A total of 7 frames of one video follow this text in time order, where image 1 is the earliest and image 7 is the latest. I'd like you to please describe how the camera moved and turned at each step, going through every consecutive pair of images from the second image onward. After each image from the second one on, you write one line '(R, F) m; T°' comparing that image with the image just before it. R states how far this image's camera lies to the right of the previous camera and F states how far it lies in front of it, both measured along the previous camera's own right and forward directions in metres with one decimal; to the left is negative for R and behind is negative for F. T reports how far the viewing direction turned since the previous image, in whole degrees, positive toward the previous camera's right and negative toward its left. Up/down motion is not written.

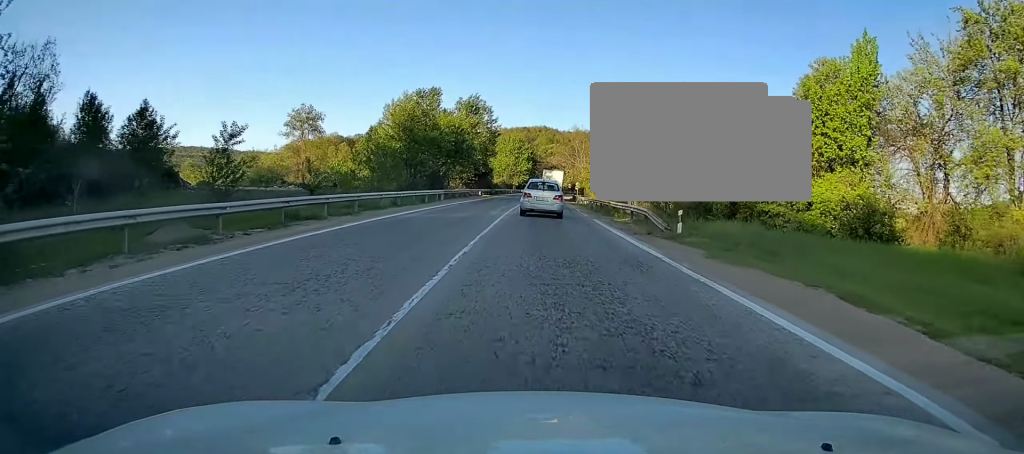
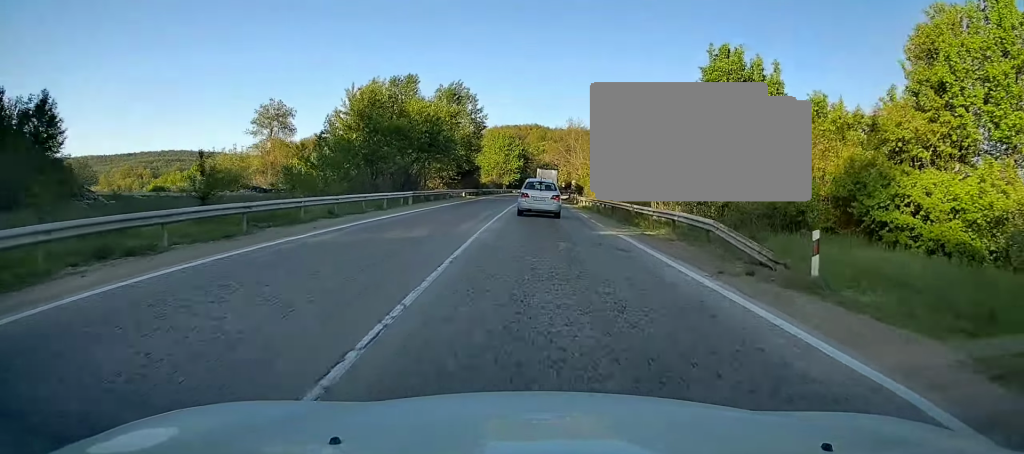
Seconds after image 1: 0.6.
(+0.1, +9.8) m; +1°
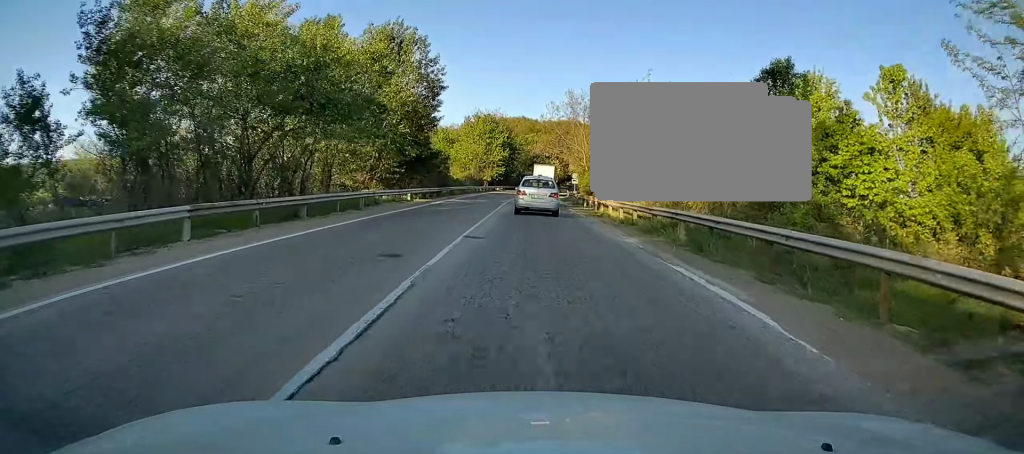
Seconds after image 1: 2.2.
(+0.6, +24.1) m; +2°
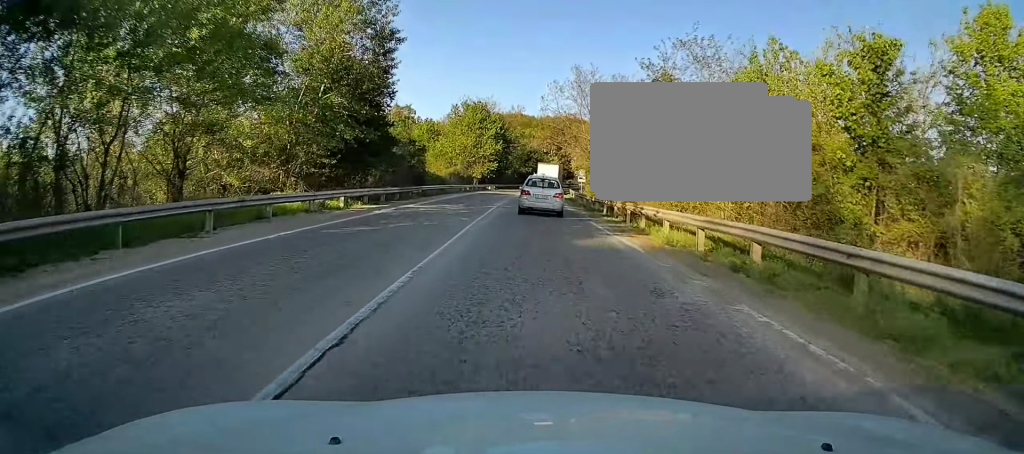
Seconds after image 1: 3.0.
(+0.1, +13.8) m; 0°
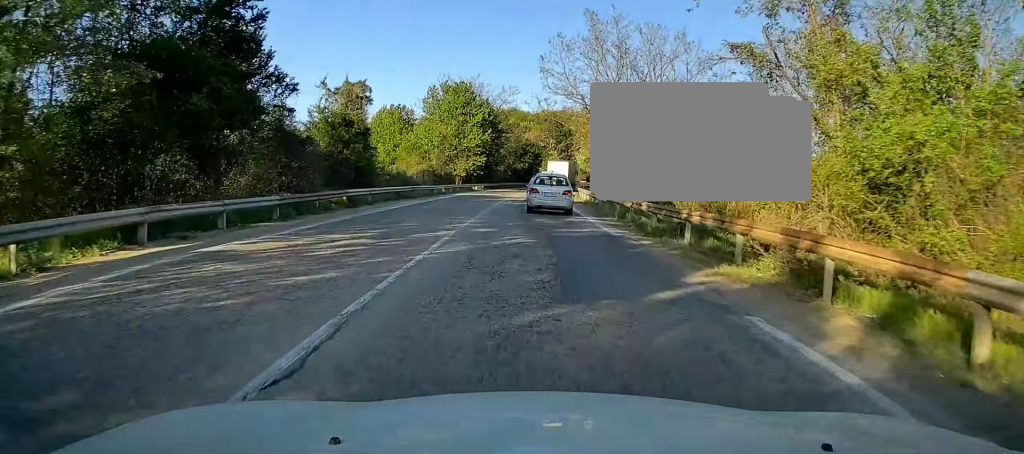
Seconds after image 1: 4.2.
(0.0, +17.9) m; +1°
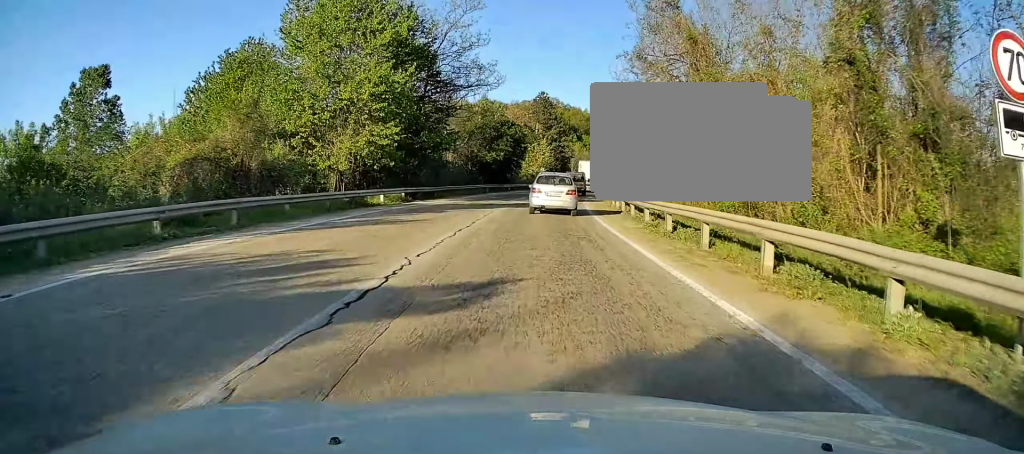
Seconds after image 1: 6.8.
(+0.2, +40.8) m; +1°
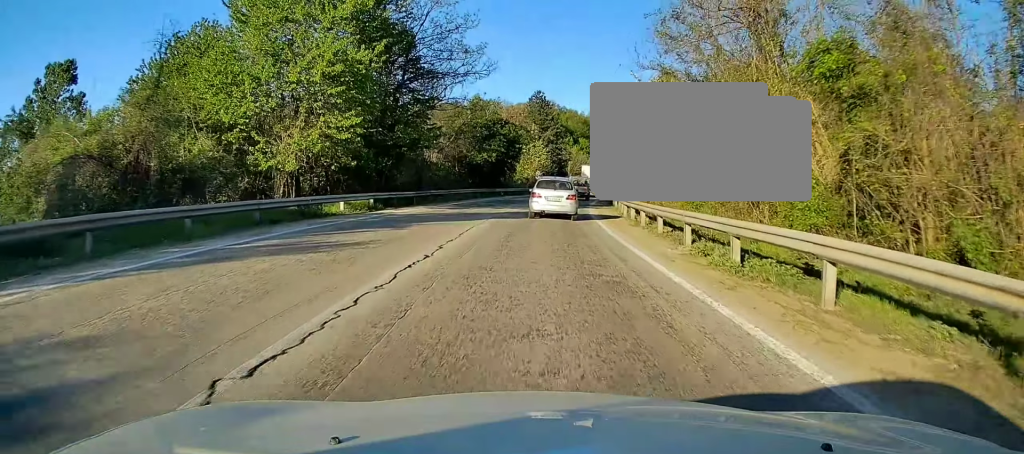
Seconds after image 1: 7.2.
(+0.1, +6.2) m; +1°
